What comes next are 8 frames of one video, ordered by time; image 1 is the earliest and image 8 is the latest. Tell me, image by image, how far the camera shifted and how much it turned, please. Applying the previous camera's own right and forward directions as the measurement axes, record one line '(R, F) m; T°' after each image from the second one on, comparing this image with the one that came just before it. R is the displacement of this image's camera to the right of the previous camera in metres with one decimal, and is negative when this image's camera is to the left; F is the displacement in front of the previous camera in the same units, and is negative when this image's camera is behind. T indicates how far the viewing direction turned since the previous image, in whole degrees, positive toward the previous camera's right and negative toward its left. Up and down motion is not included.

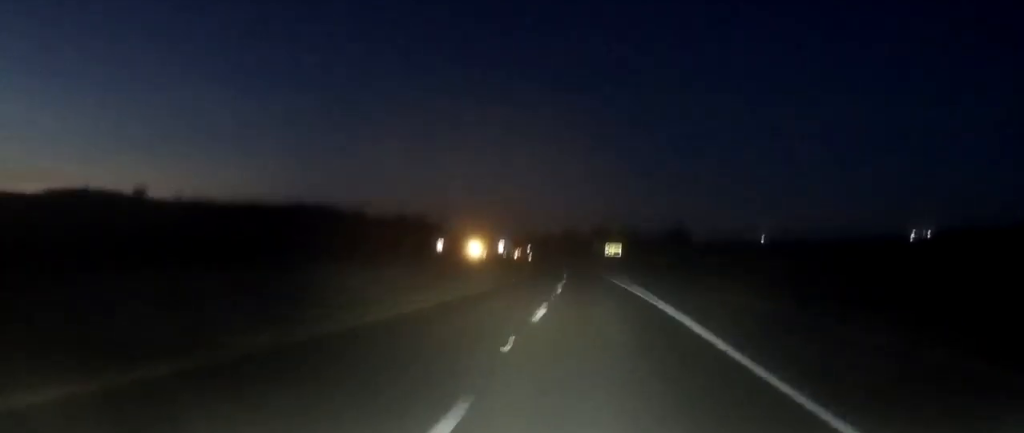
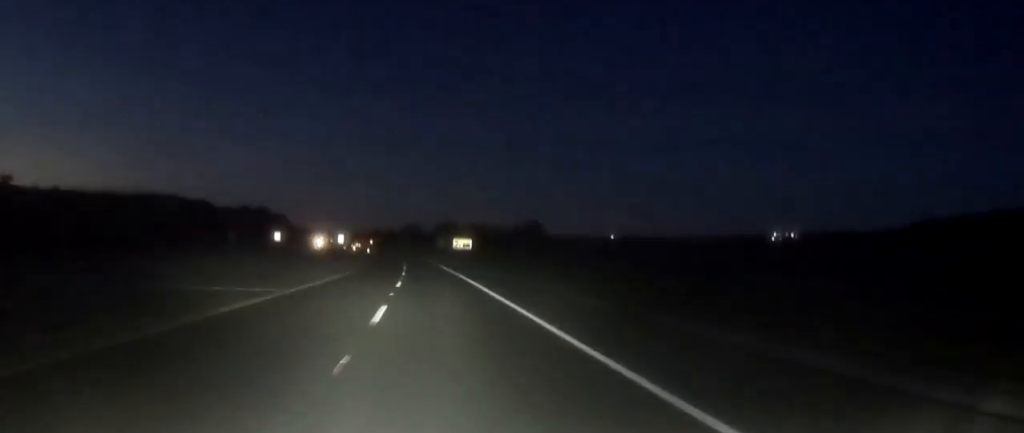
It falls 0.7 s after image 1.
(0.0, +17.3) m; 0°
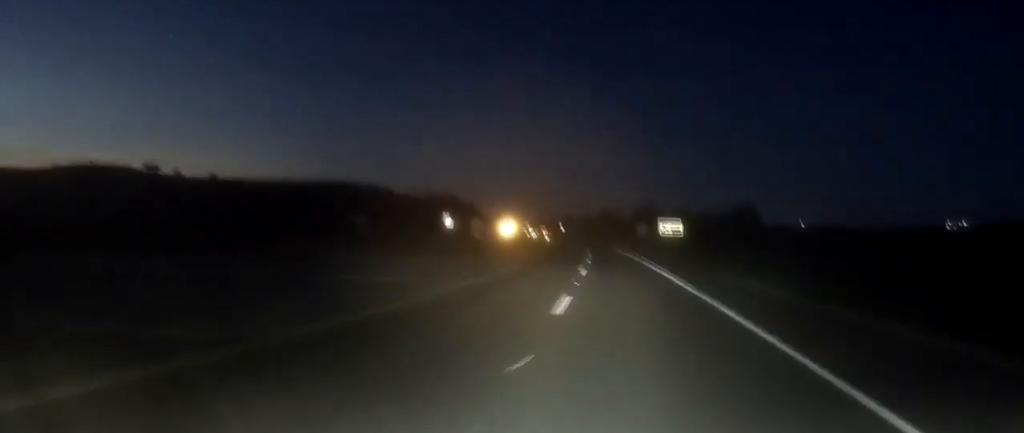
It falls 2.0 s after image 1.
(-0.2, +31.1) m; -1°
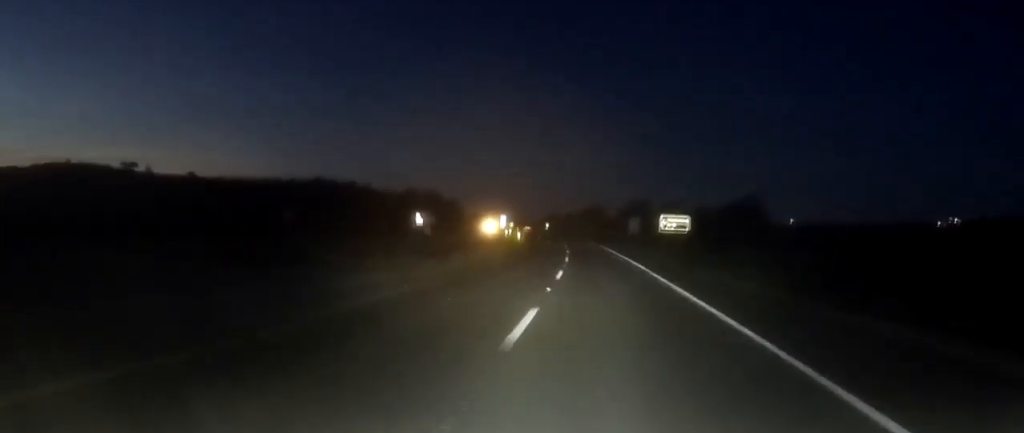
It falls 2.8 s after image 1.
(-0.2, +19.5) m; -1°
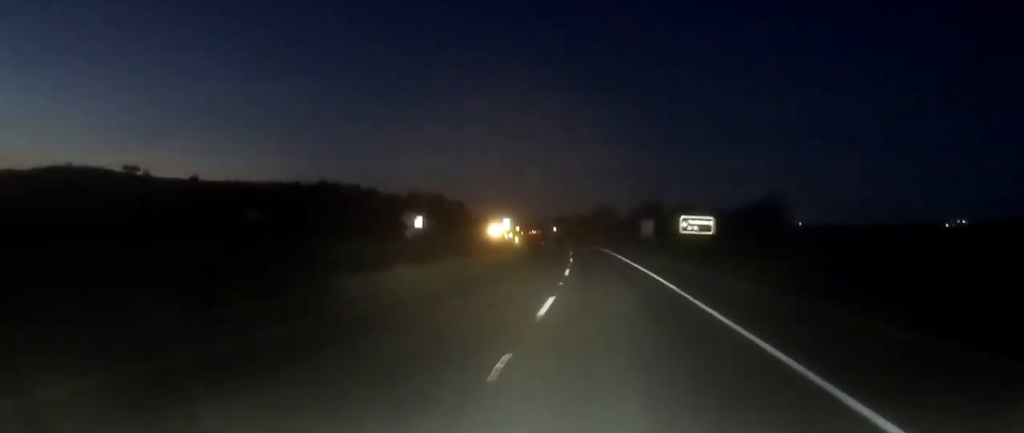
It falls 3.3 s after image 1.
(0.0, +10.6) m; 0°
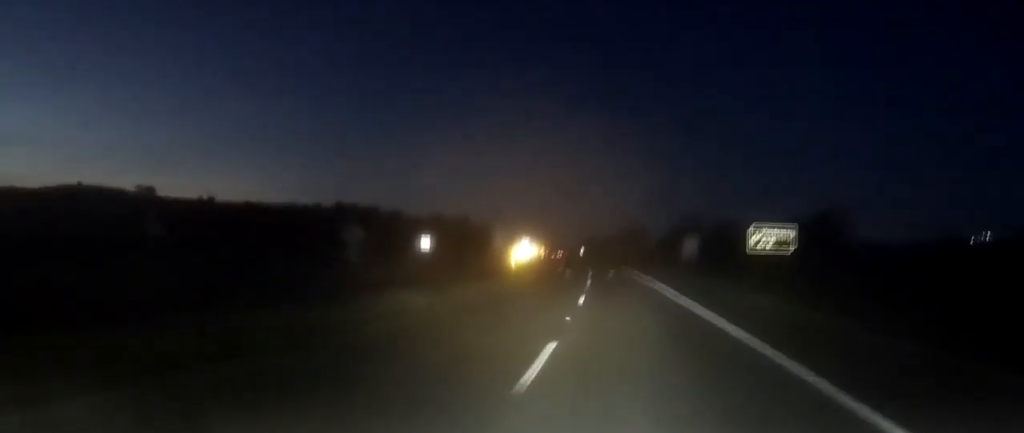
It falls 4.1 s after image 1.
(0.0, +20.2) m; -2°
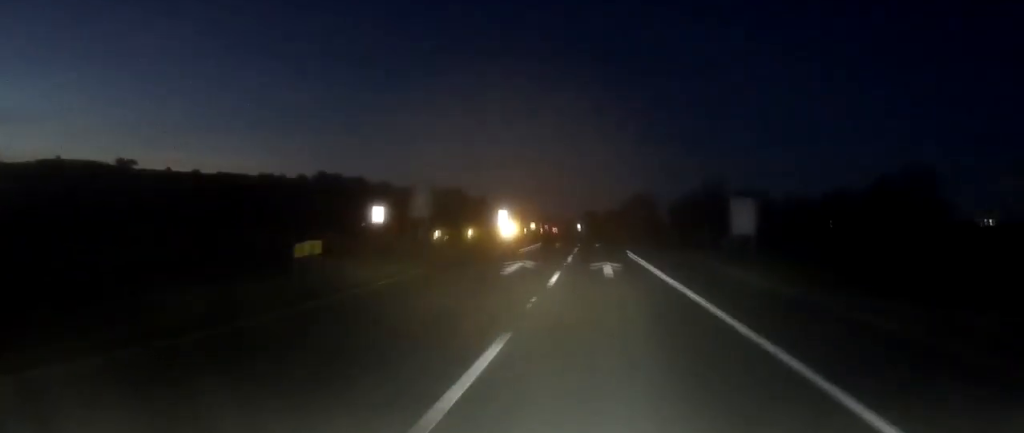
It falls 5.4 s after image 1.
(-1.1, +30.9) m; -3°
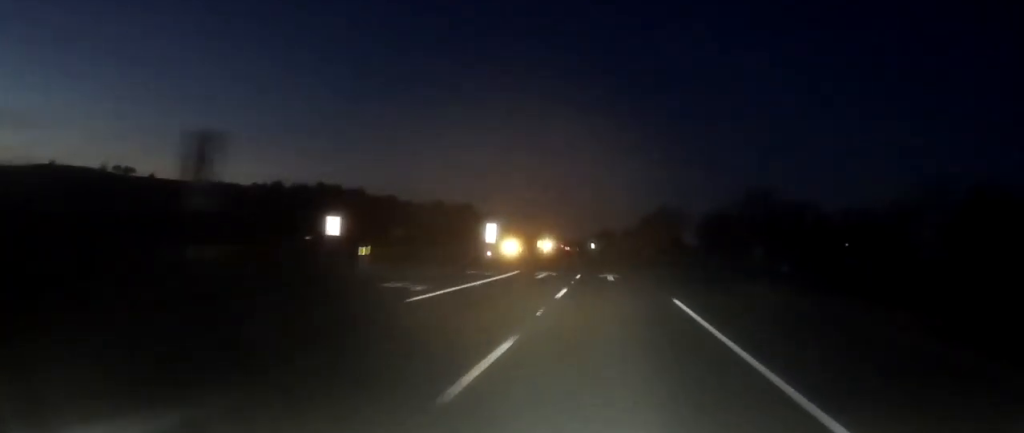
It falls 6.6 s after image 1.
(-0.2, +27.7) m; -1°
